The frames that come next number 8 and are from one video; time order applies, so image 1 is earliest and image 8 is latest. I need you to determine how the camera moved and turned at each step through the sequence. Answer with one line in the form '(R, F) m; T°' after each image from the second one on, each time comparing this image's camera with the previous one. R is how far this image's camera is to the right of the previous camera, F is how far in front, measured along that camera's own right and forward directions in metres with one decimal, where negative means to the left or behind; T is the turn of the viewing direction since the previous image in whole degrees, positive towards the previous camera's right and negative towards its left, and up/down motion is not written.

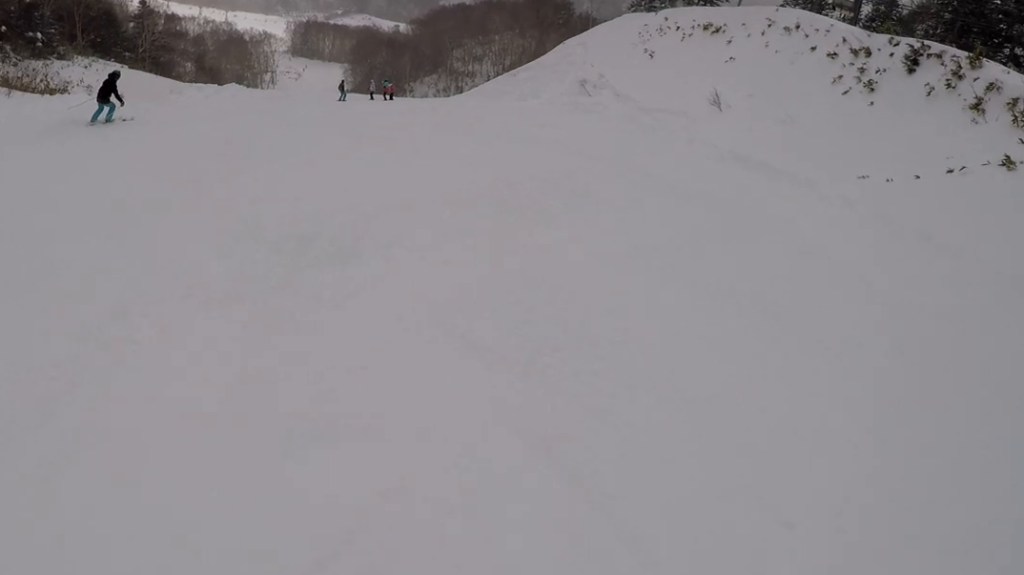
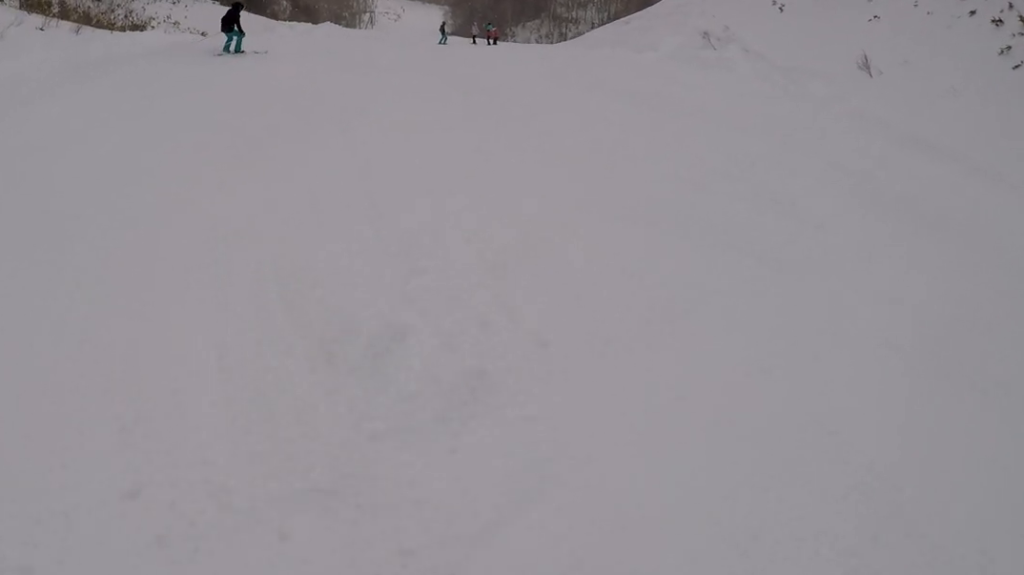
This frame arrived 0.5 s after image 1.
(0.0, +2.3) m; +1°
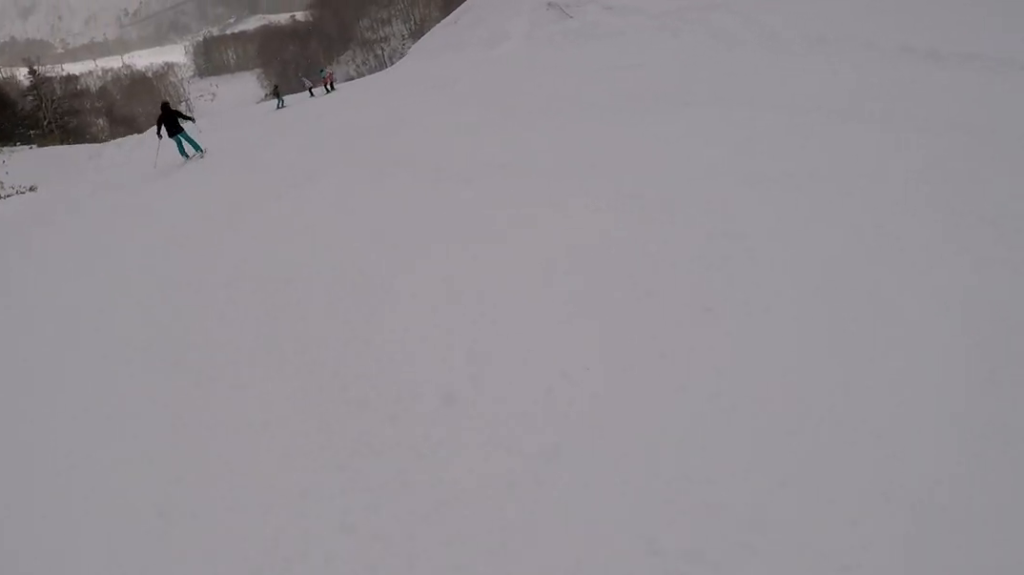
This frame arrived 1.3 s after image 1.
(+0.1, +3.6) m; +7°
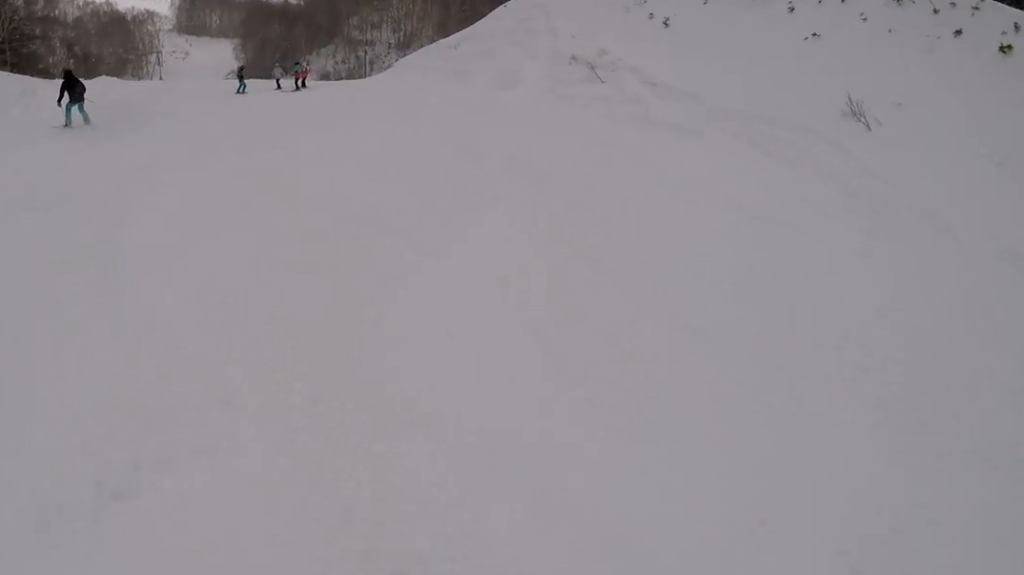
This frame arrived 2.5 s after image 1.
(+0.6, +5.6) m; +2°
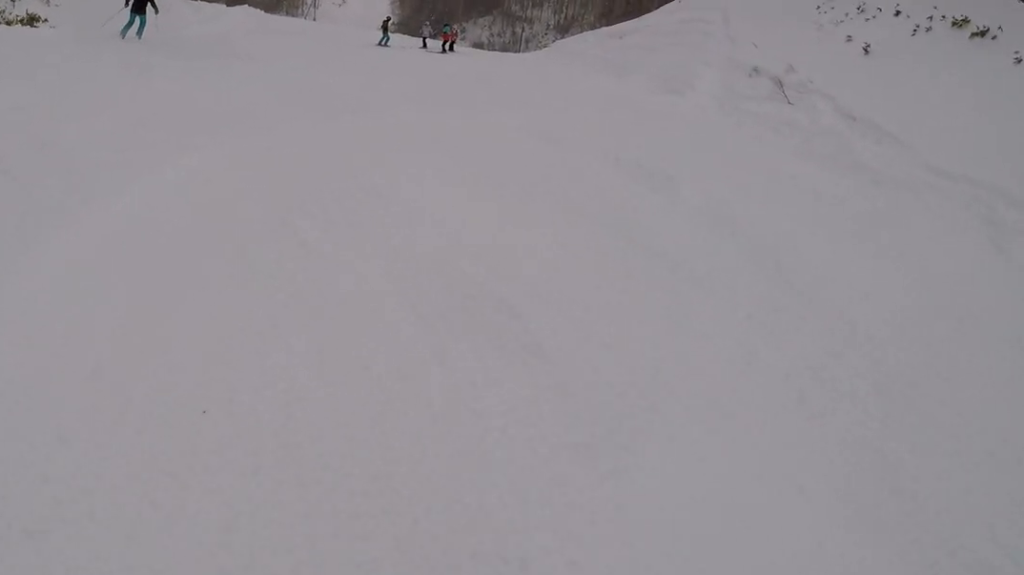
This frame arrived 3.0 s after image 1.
(-0.2, +2.8) m; 0°
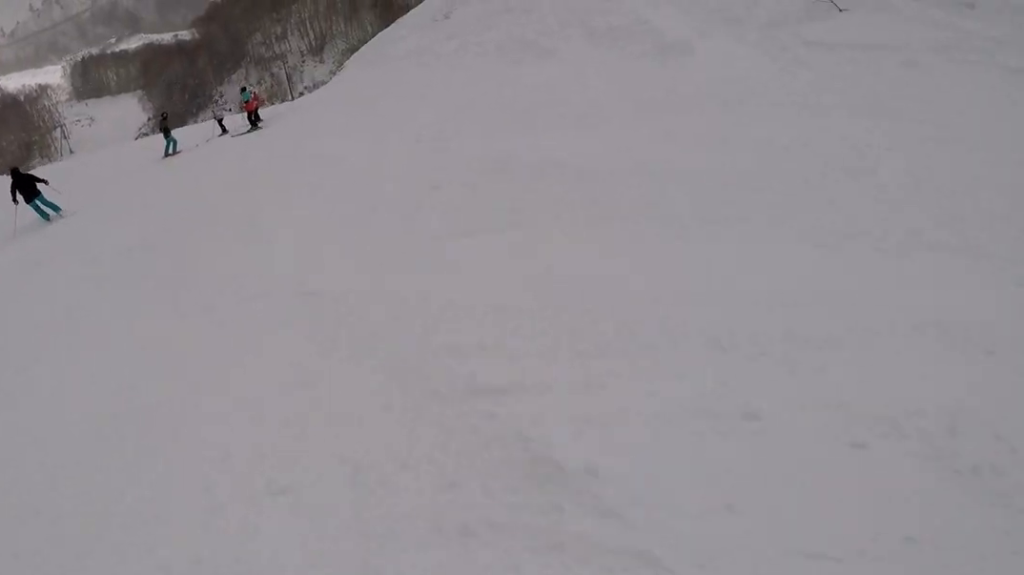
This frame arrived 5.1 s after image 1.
(0.0, +10.4) m; -5°
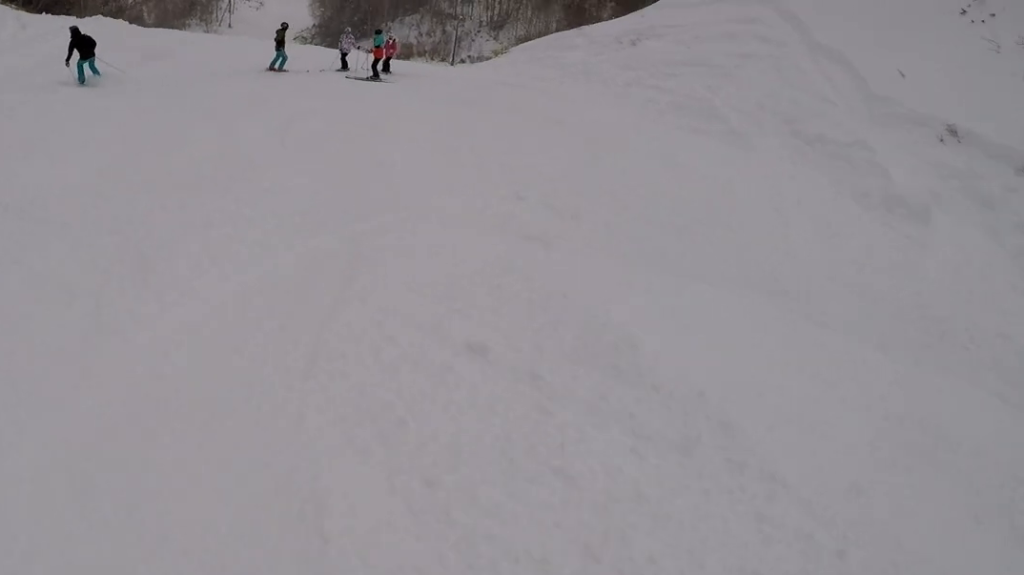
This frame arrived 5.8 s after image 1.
(-0.2, +3.4) m; -7°
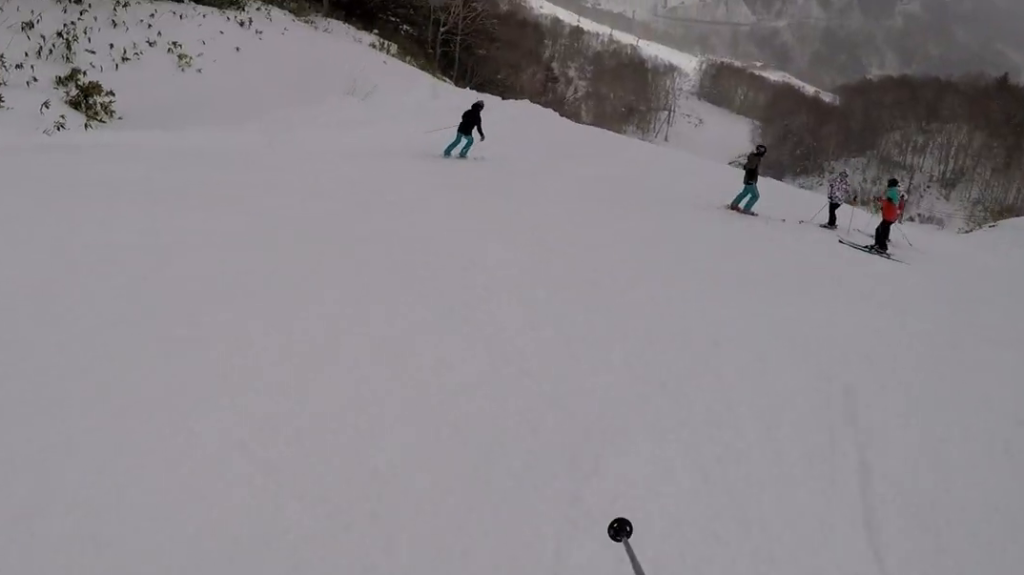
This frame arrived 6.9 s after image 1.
(-0.6, +5.9) m; -6°
